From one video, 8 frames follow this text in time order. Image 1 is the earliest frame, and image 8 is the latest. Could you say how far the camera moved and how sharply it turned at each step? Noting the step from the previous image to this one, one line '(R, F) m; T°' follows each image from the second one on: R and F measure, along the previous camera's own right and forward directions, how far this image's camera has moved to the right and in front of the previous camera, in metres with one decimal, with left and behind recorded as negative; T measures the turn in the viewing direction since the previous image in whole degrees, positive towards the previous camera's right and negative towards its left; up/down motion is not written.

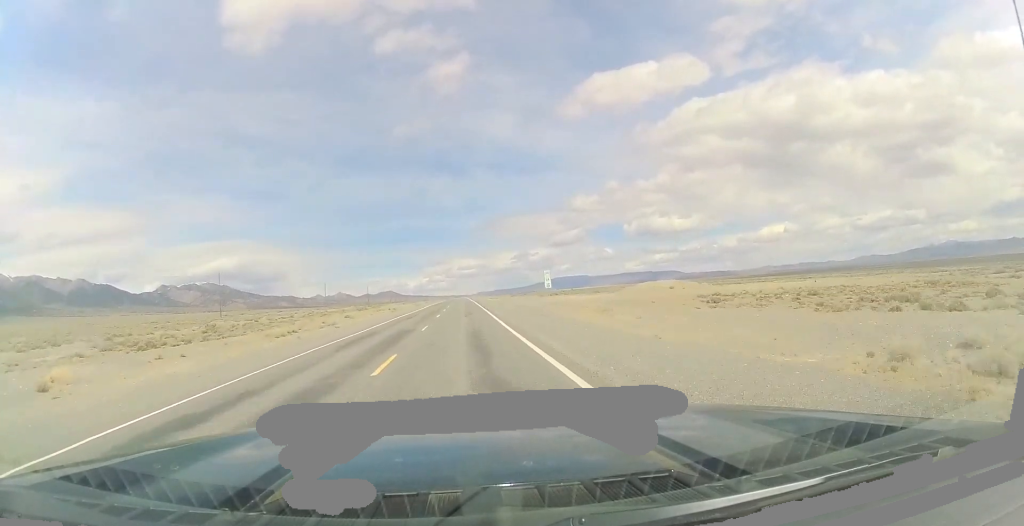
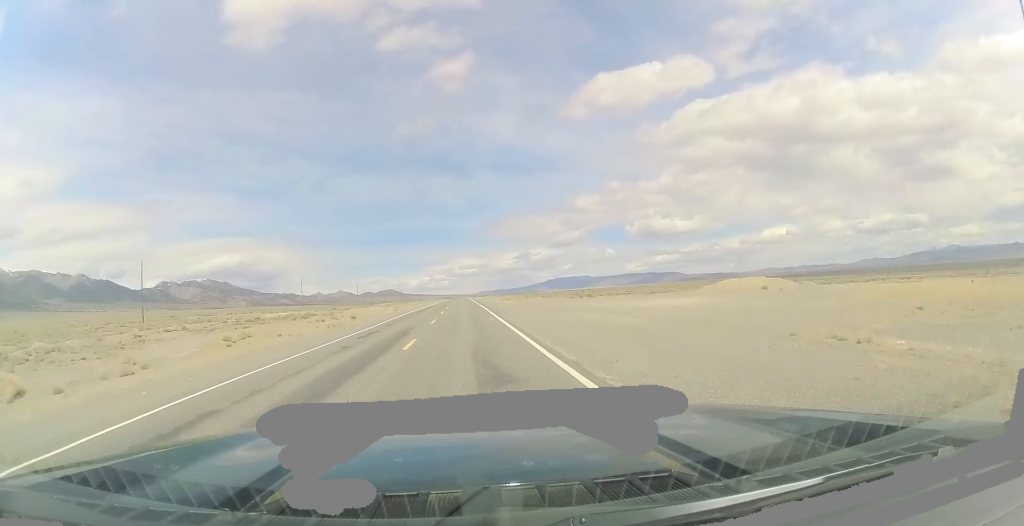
(-0.4, +36.5) m; -1°
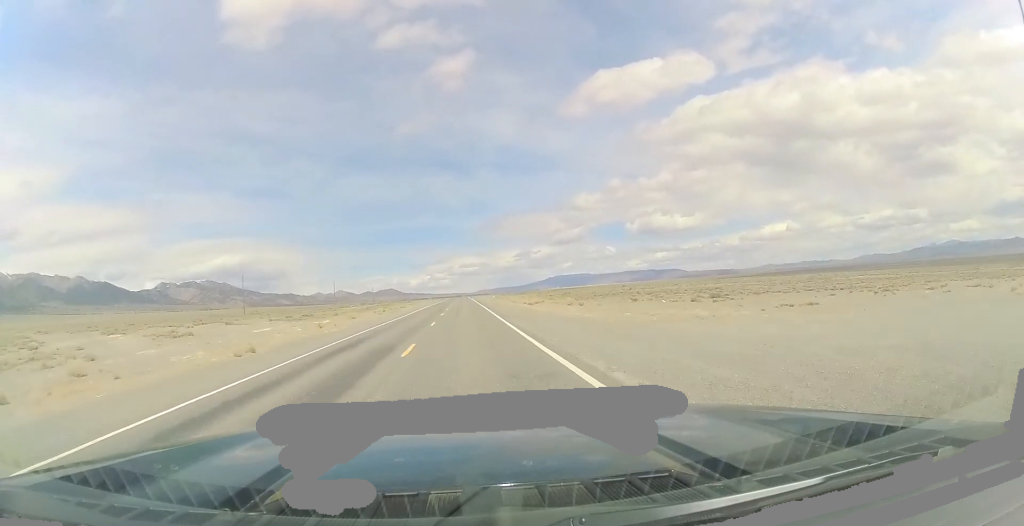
(+0.4, +56.3) m; +1°
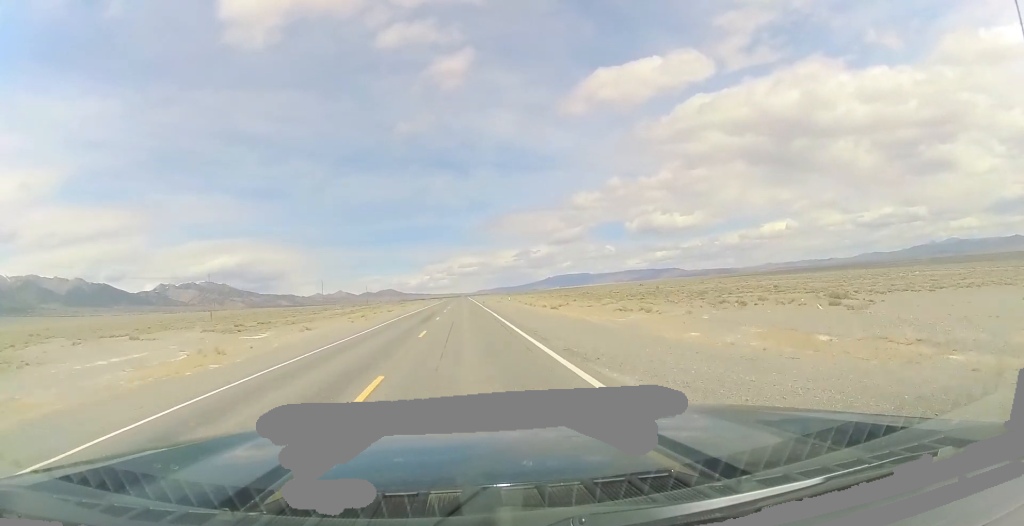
(+0.2, +20.7) m; +1°
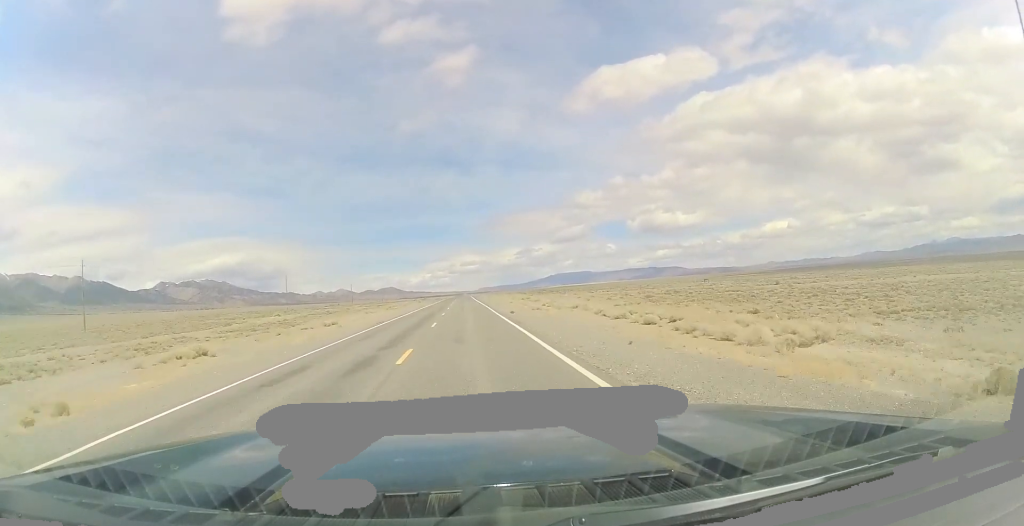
(0.0, +49.4) m; 0°
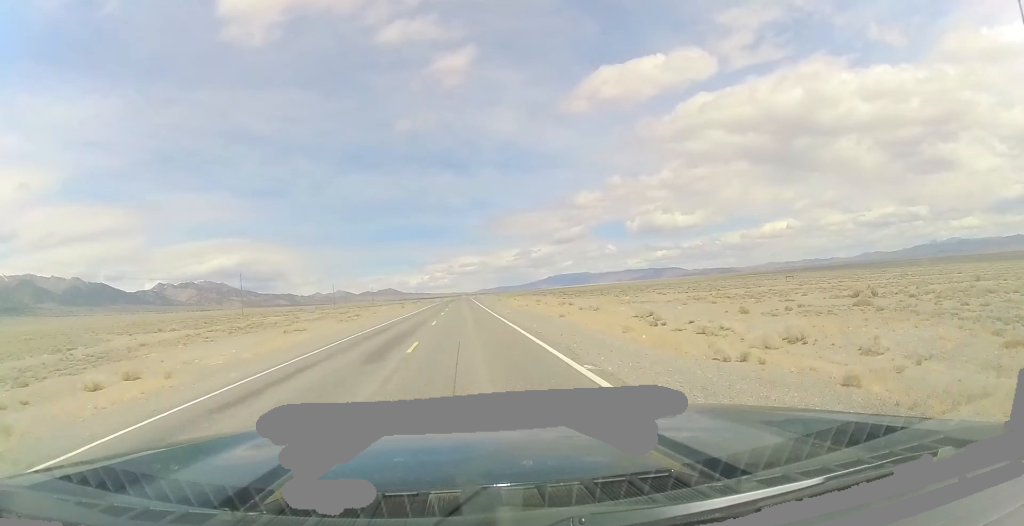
(+0.1, +38.2) m; 0°
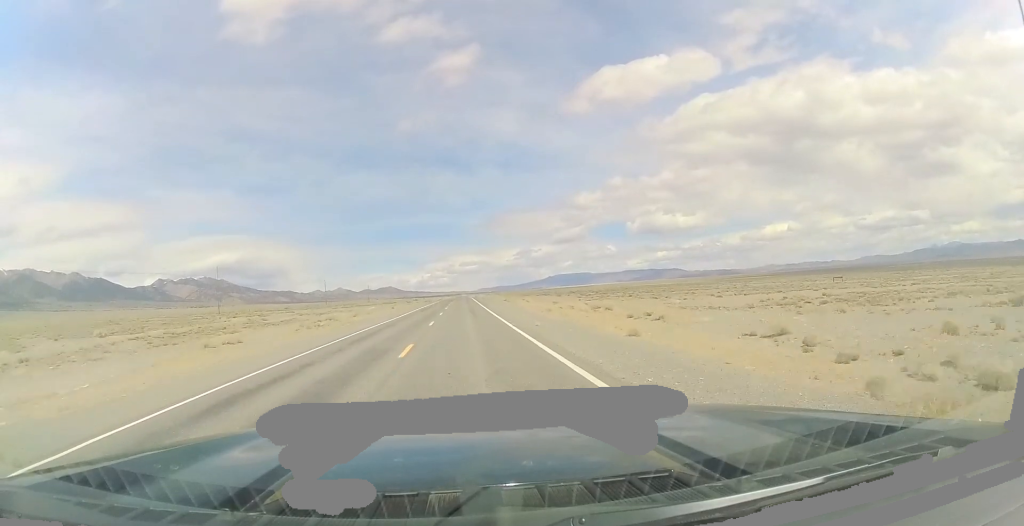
(0.0, +15.1) m; 0°
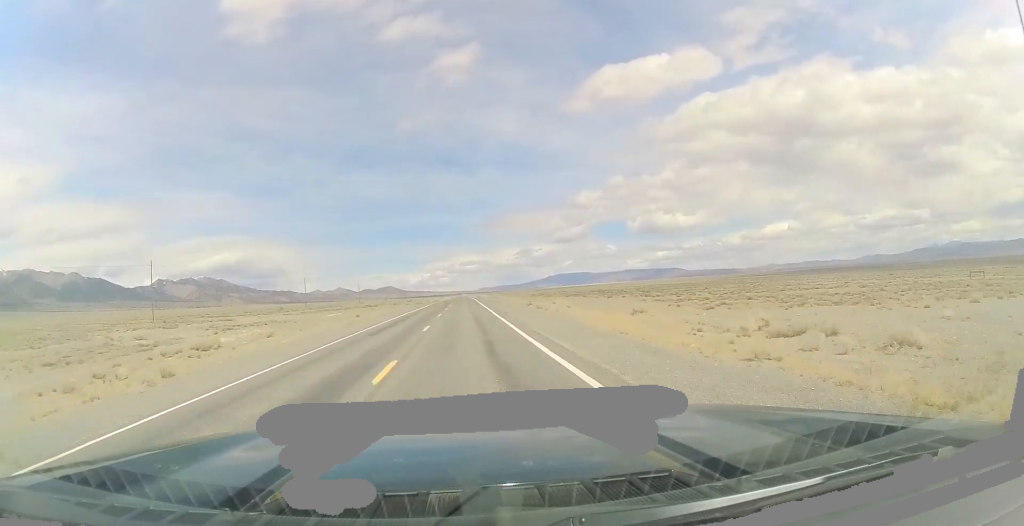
(-0.3, +31.5) m; -1°
